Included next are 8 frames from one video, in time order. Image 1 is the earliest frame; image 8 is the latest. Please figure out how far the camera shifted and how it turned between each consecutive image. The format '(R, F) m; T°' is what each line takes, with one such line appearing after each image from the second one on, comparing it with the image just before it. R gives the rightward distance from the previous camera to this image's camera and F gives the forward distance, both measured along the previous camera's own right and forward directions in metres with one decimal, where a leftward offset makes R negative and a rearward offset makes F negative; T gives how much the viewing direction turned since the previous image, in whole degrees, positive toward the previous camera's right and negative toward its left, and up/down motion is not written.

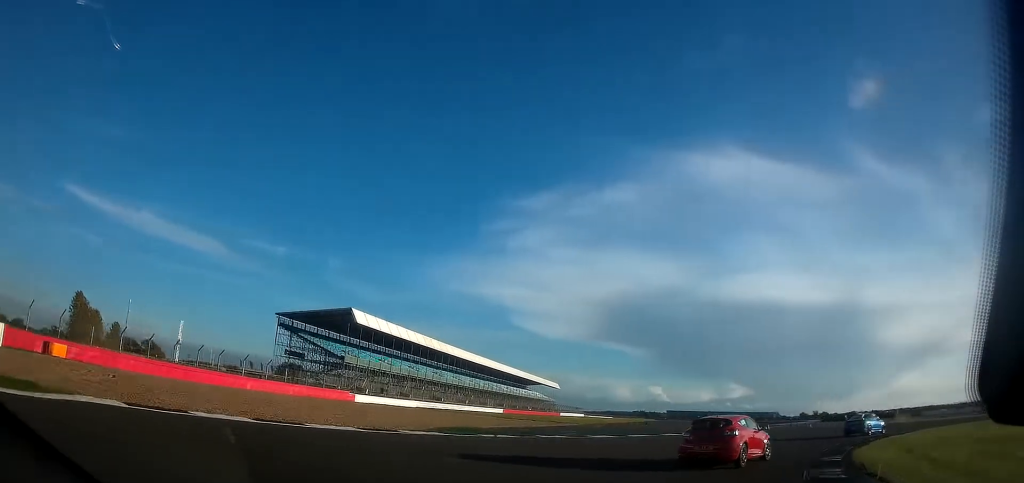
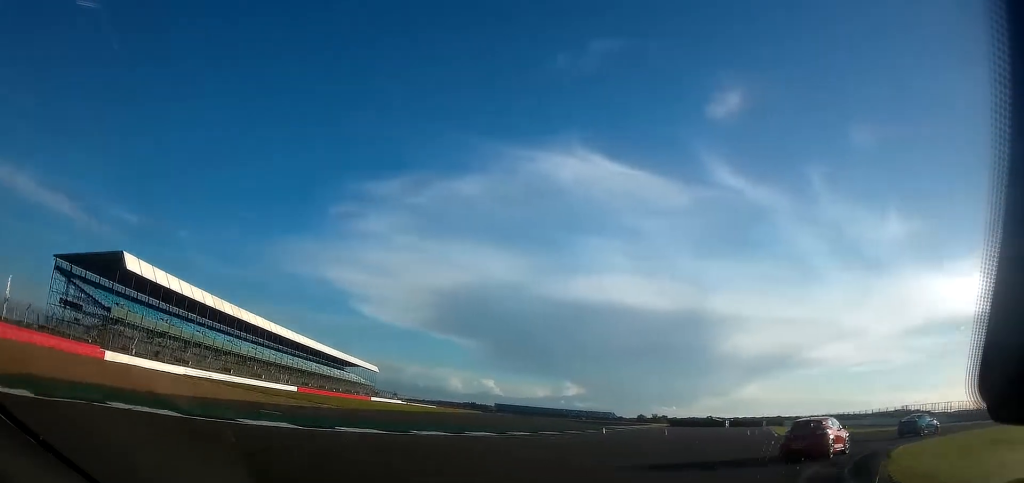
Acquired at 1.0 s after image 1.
(+3.0, +16.8) m; +18°
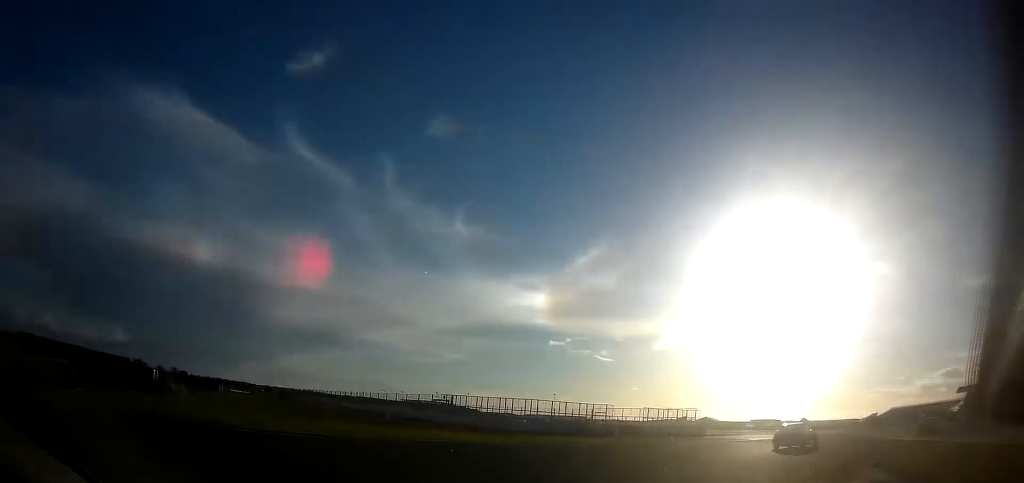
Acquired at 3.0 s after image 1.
(+11.2, +31.2) m; +45°
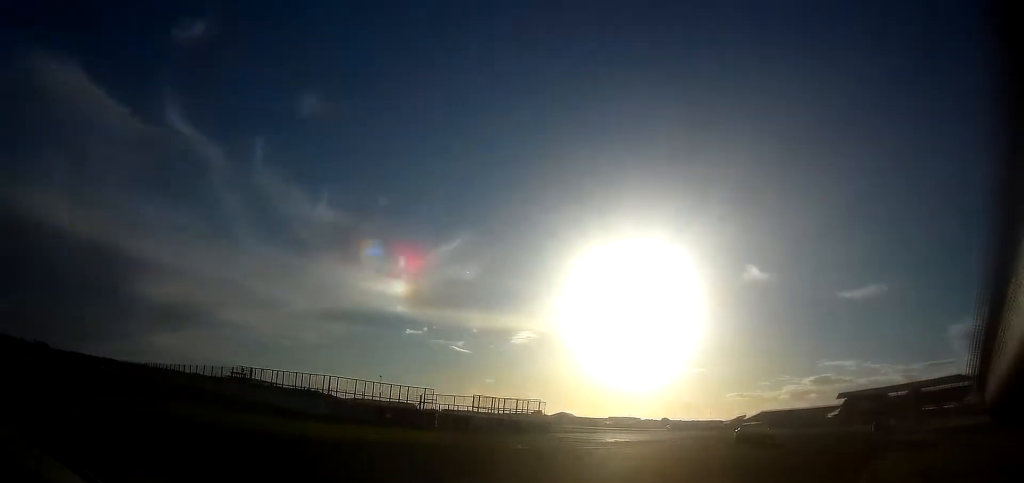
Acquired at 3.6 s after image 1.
(+1.2, +10.1) m; +13°
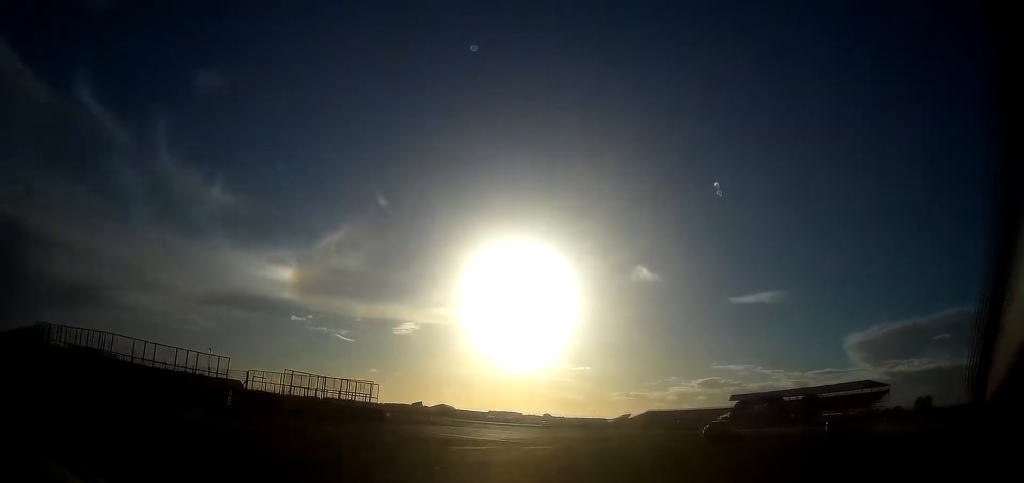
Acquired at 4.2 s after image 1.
(+1.1, +10.6) m; +9°
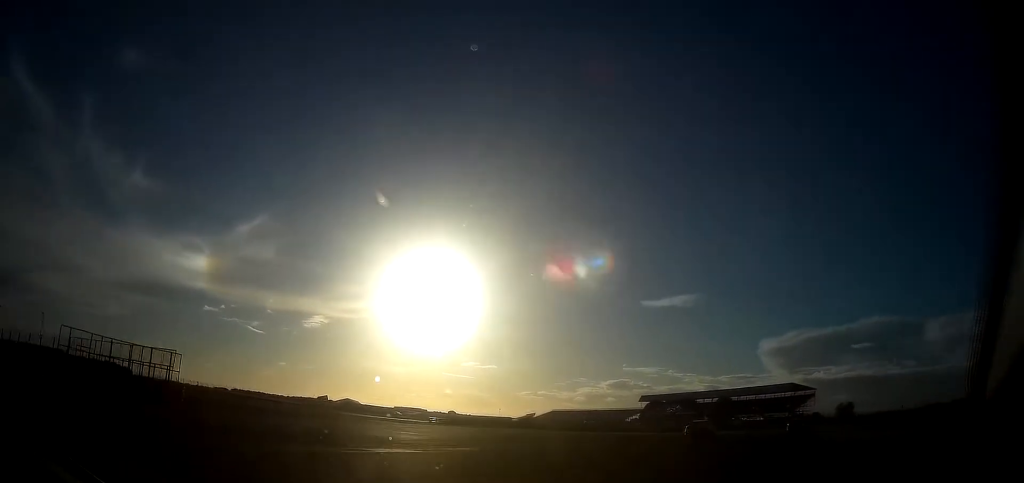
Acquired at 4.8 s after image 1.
(+1.1, +12.7) m; +7°
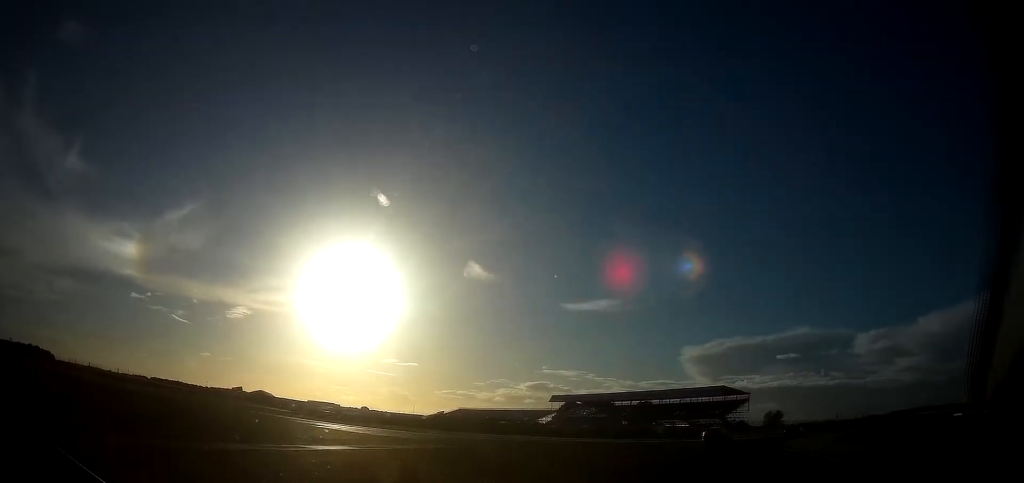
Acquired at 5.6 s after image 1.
(+1.5, +22.0) m; +7°
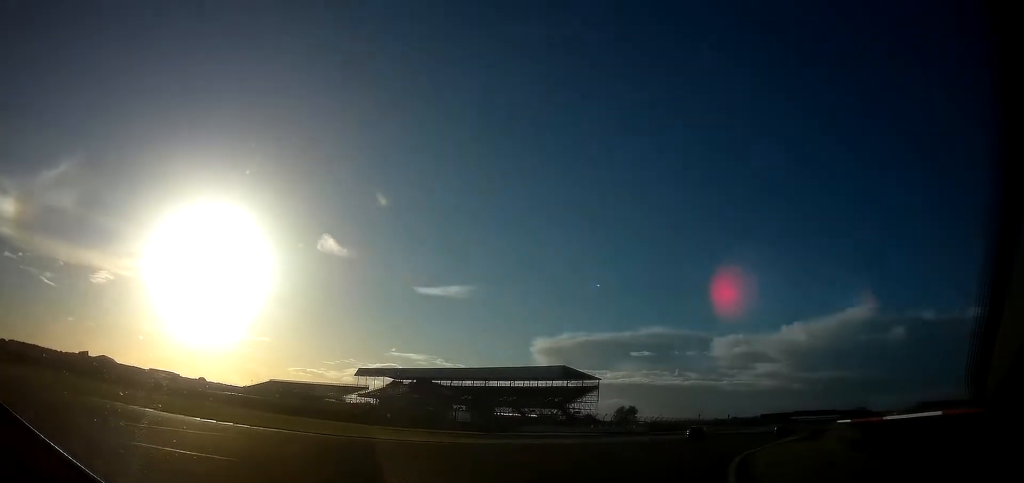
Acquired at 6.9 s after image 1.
(+2.9, +40.4) m; +7°
